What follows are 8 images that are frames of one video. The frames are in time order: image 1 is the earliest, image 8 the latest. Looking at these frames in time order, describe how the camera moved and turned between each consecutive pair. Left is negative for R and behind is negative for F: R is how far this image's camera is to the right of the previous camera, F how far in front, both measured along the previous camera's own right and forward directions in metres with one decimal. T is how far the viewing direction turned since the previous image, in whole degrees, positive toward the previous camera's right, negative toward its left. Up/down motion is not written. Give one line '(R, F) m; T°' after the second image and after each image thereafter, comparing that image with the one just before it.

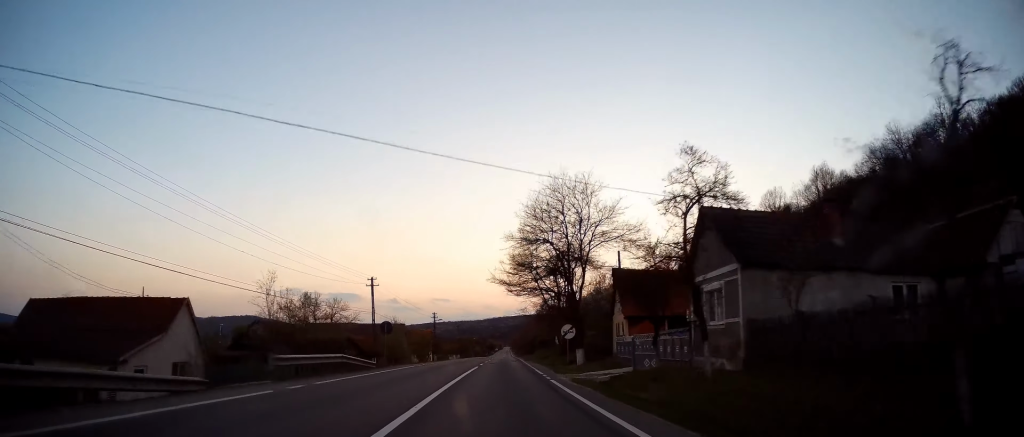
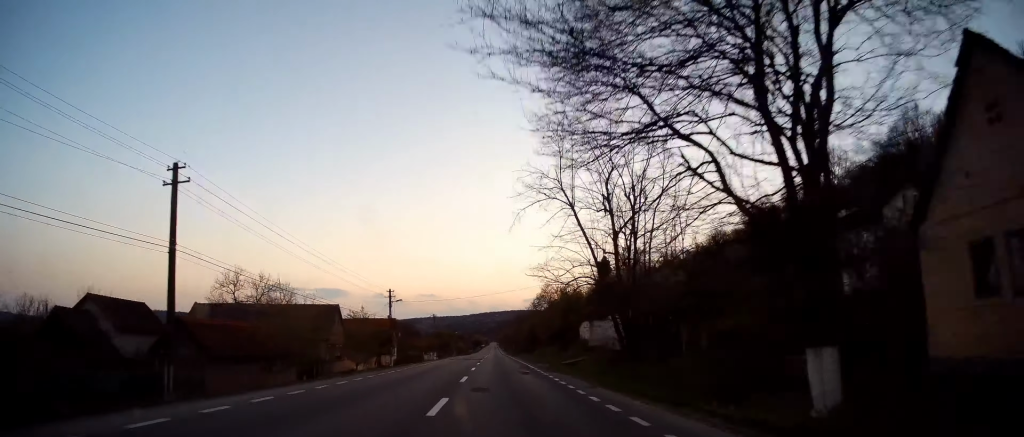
(0.0, +28.1) m; 0°
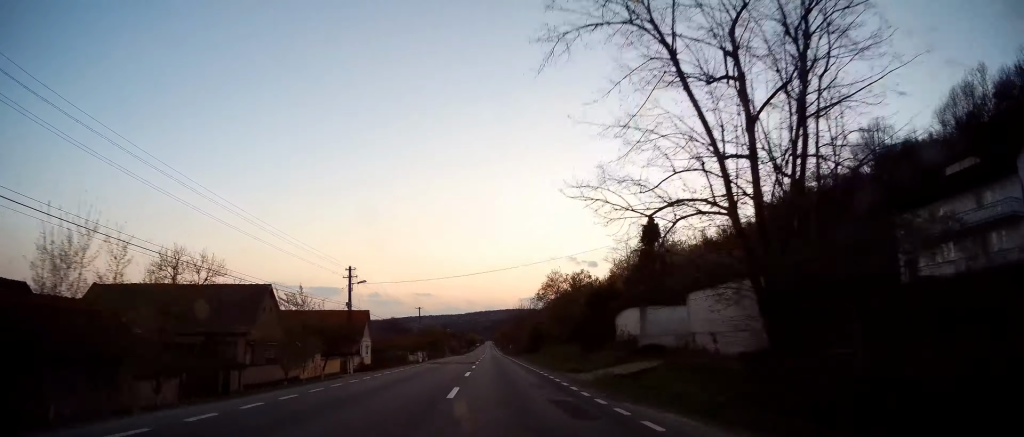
(-0.1, +14.5) m; +1°
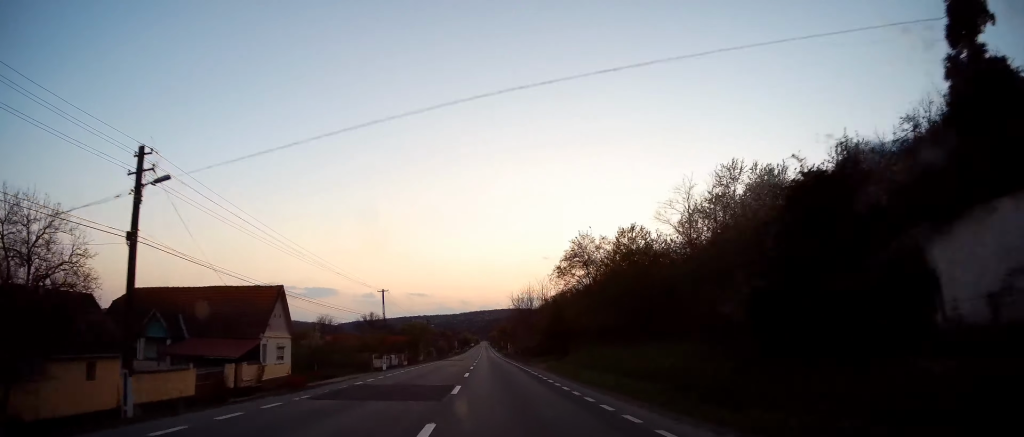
(+0.5, +25.0) m; +1°
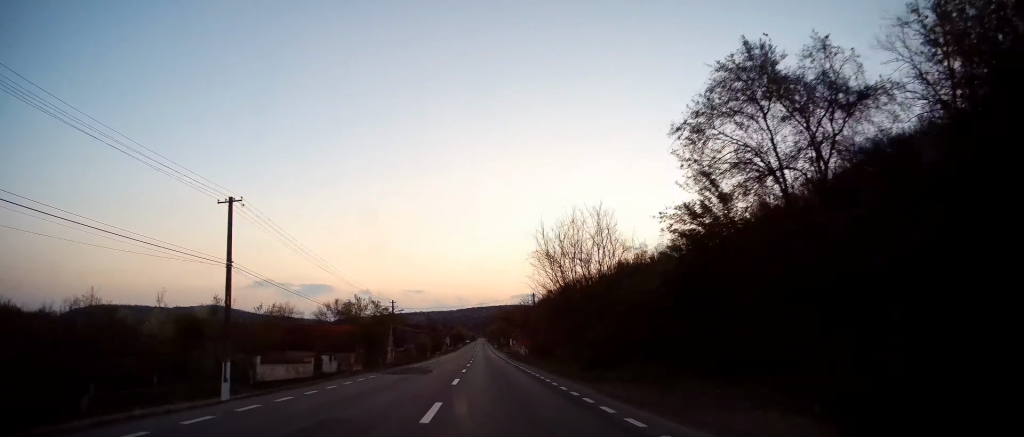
(+0.3, +32.8) m; +1°
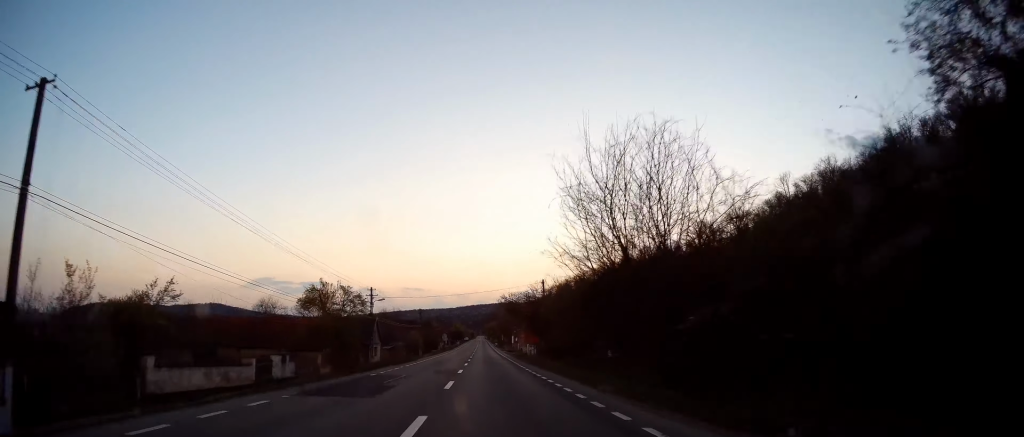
(+0.2, +11.3) m; 0°
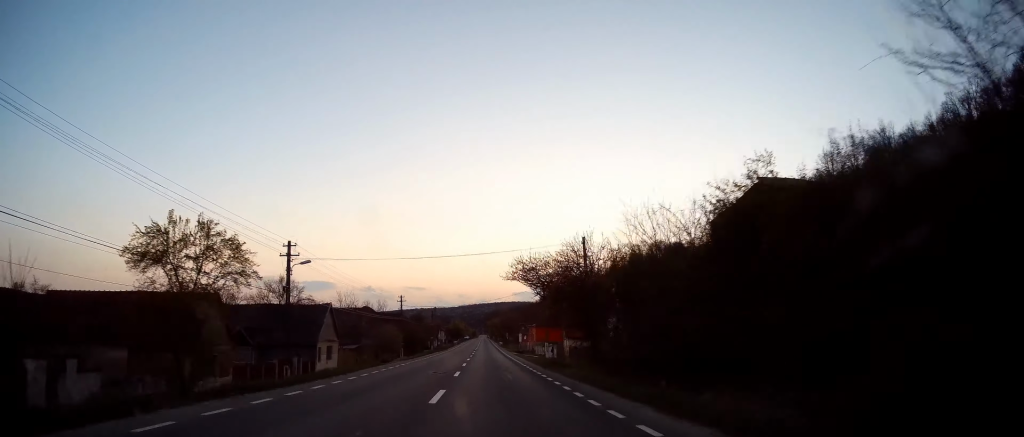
(0.0, +21.8) m; -1°
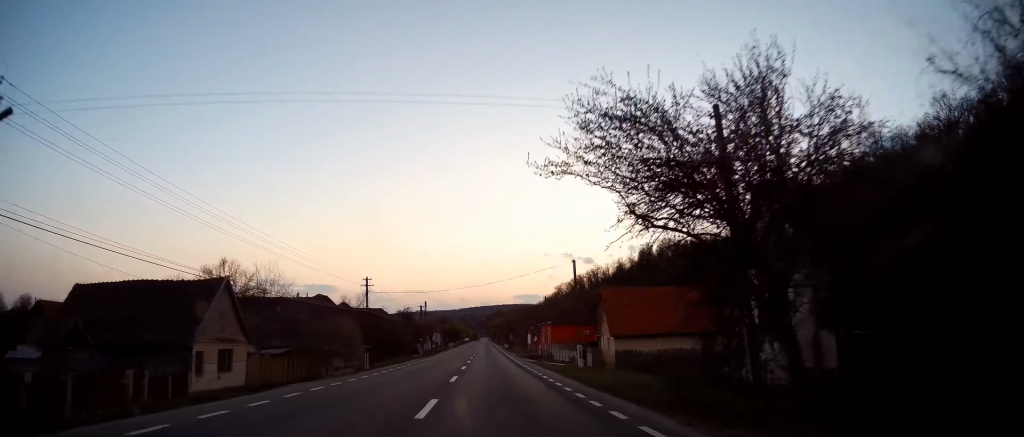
(-0.2, +20.1) m; -1°
